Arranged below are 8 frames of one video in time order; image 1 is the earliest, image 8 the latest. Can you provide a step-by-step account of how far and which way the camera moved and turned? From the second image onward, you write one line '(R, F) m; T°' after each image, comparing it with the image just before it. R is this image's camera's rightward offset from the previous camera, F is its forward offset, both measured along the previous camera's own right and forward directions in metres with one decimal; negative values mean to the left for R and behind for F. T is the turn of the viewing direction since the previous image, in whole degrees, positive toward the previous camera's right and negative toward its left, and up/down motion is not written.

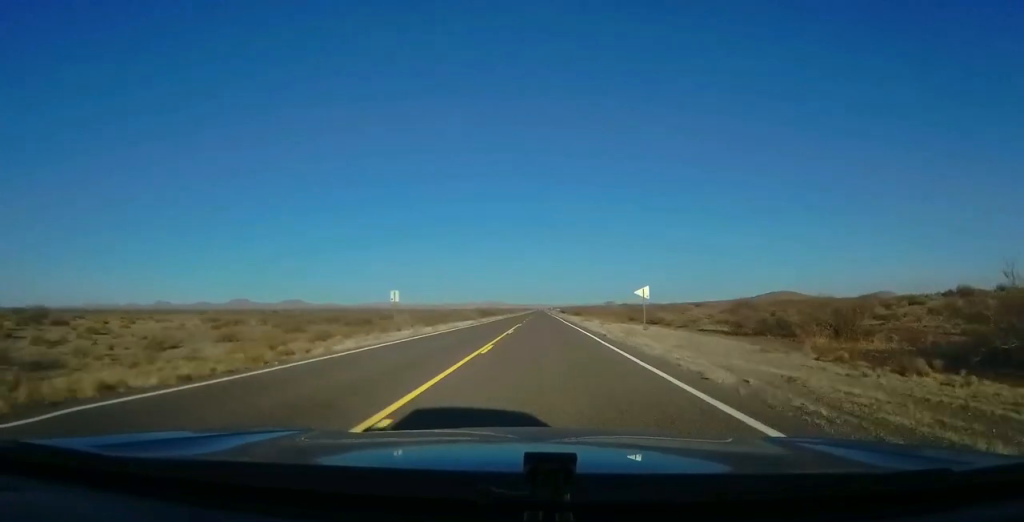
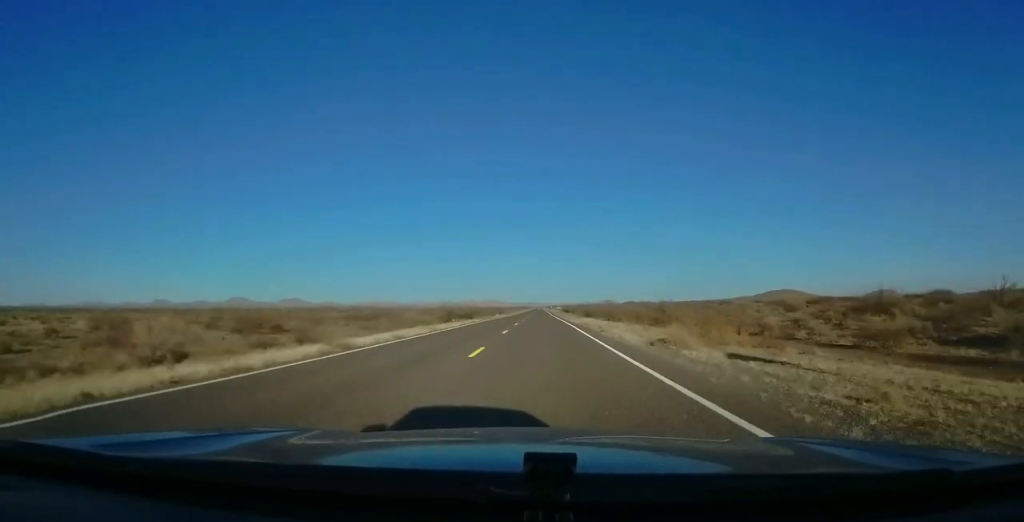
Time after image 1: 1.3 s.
(0.0, +37.9) m; 0°
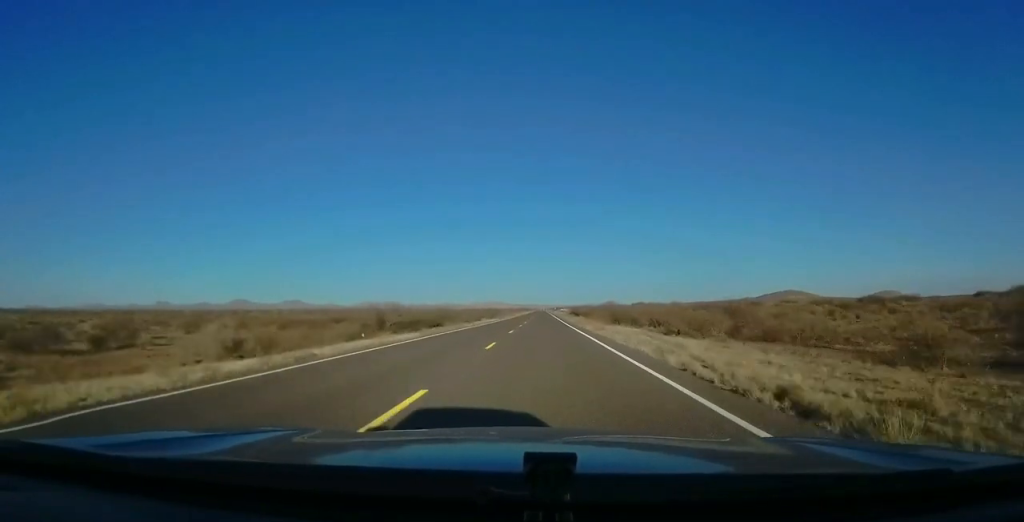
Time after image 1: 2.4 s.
(0.0, +33.2) m; -1°
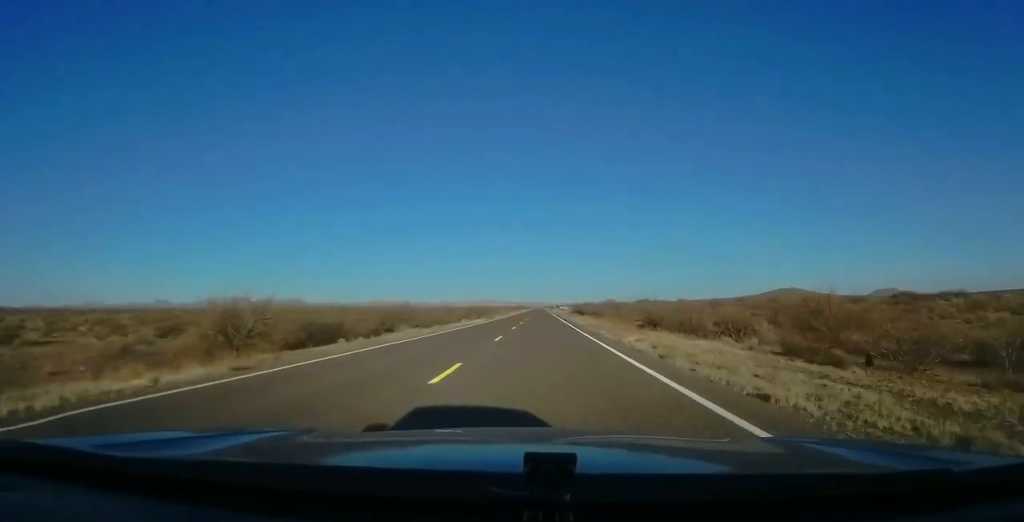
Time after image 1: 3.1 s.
(-0.4, +20.5) m; 0°
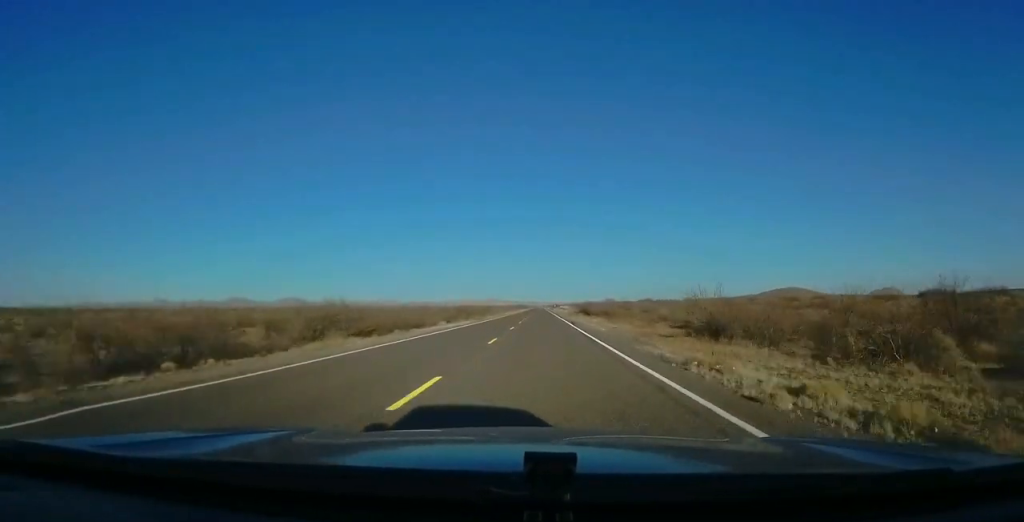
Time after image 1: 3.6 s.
(-0.1, +14.7) m; 0°
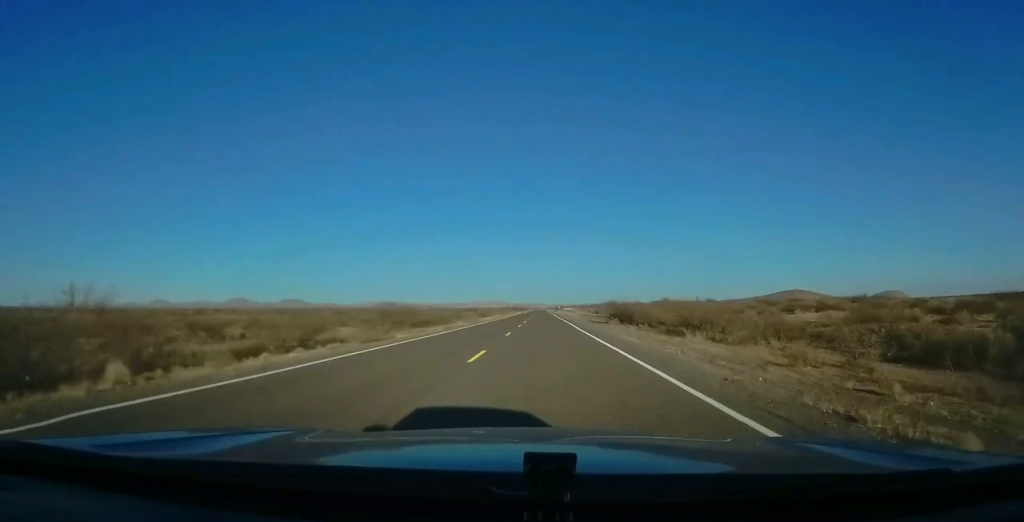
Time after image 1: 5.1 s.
(+0.7, +43.1) m; 0°
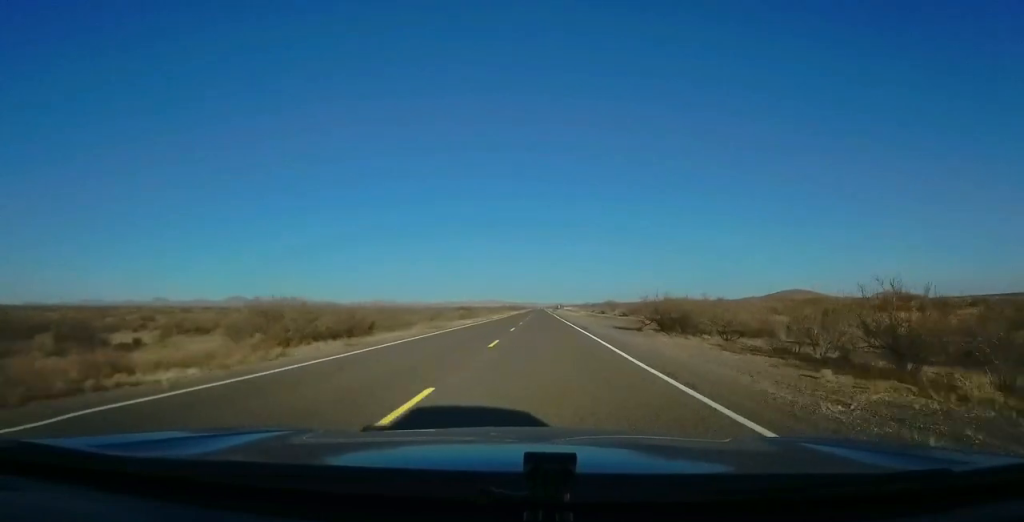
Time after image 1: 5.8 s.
(-0.1, +19.5) m; 0°
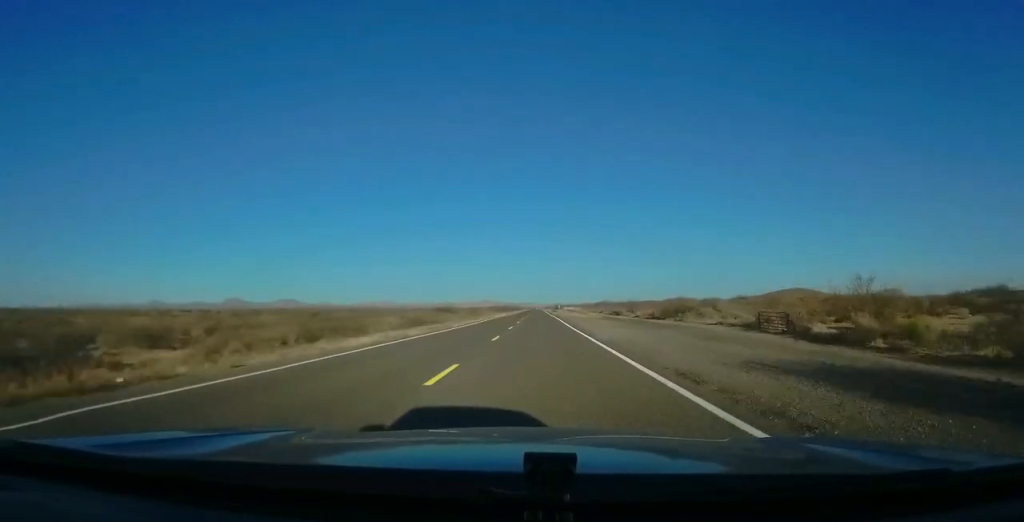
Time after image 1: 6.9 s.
(+0.1, +33.1) m; +1°
